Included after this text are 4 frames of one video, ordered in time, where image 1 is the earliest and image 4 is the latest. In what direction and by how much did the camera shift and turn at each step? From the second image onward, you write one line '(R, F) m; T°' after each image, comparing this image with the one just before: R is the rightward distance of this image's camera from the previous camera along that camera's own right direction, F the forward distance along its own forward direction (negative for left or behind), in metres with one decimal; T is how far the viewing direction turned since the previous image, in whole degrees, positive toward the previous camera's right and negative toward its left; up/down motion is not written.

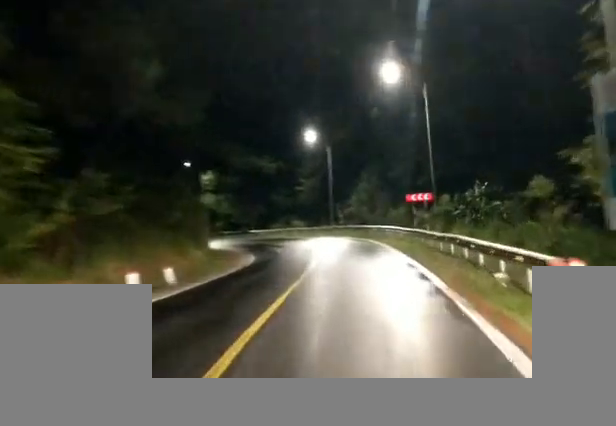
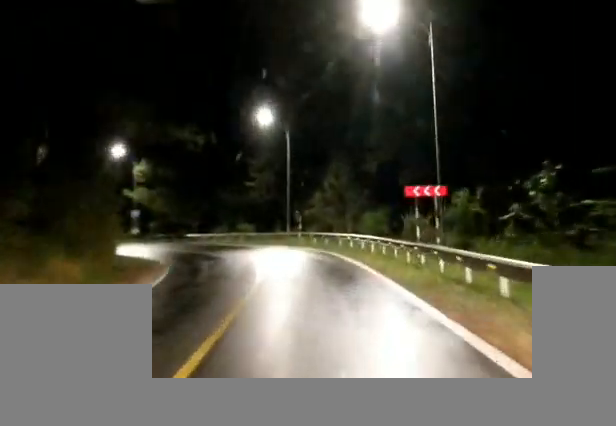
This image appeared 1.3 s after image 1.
(0.0, +13.1) m; 0°
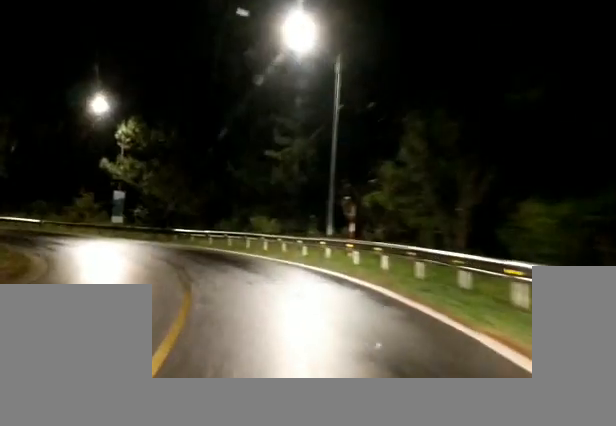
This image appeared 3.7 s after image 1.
(0.0, +22.6) m; +1°
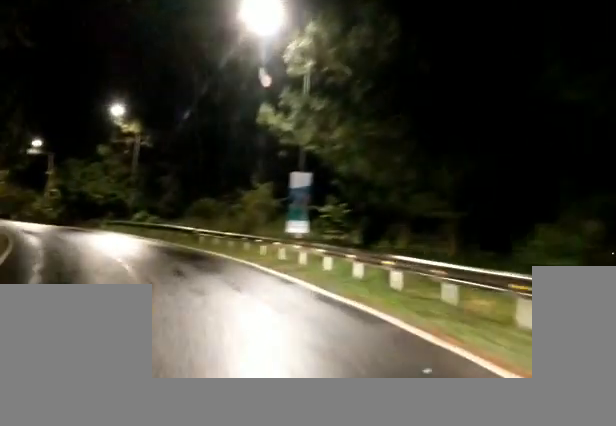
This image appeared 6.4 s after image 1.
(+0.1, +25.3) m; -12°
